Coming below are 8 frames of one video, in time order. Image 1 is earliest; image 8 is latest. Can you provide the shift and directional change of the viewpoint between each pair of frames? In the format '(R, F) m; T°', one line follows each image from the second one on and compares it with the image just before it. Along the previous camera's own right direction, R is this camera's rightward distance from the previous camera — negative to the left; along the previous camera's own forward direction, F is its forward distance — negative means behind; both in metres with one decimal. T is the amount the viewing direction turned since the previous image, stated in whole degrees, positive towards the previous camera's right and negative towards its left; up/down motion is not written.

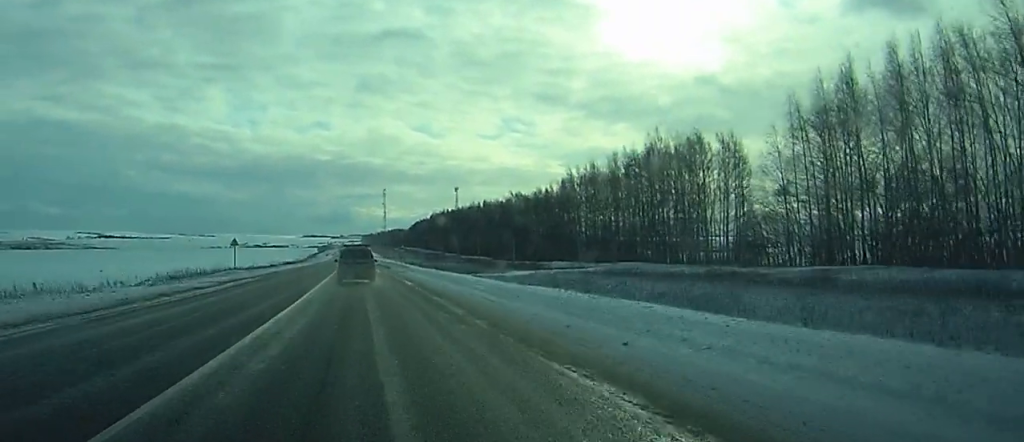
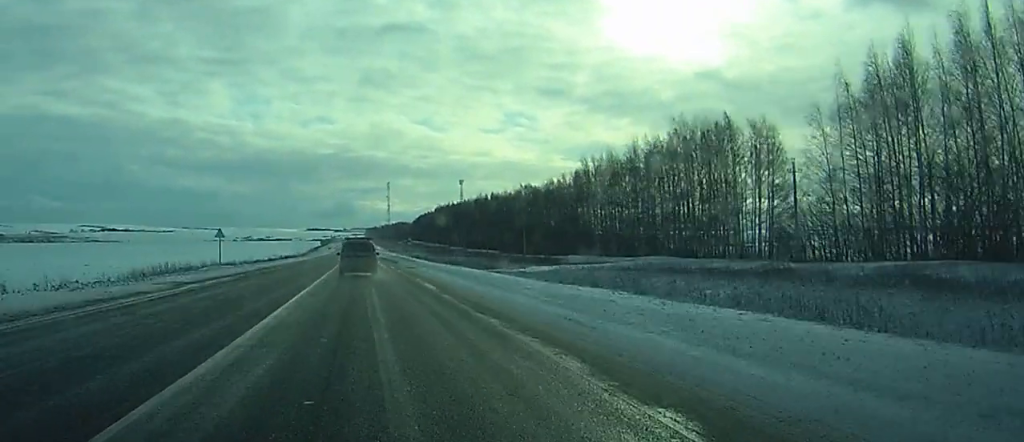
(0.0, +9.8) m; -1°
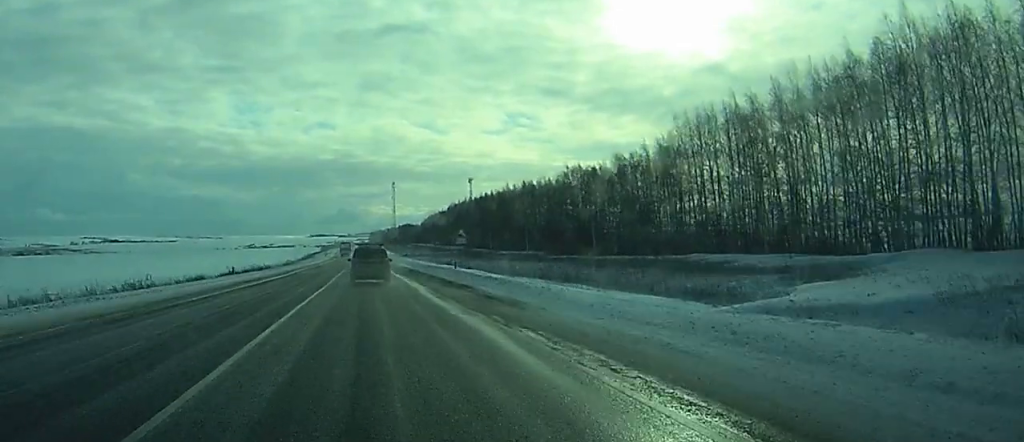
(-1.5, +56.5) m; -2°
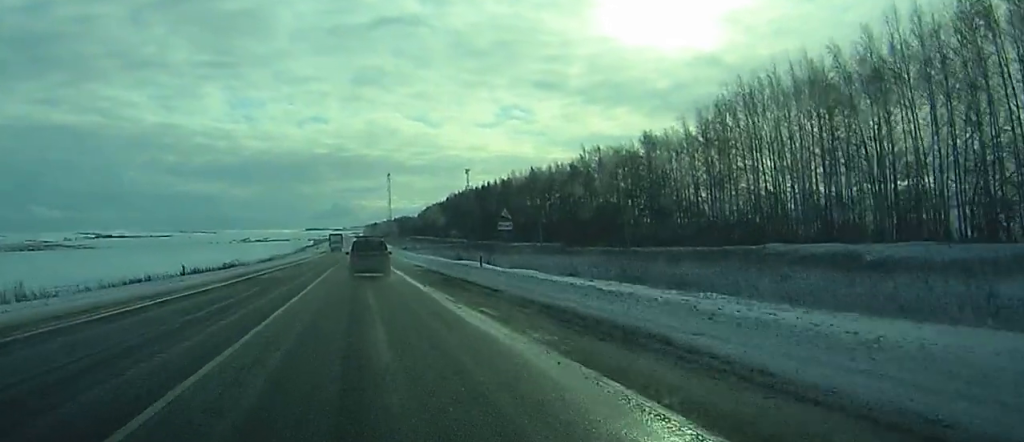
(+0.1, +21.0) m; 0°
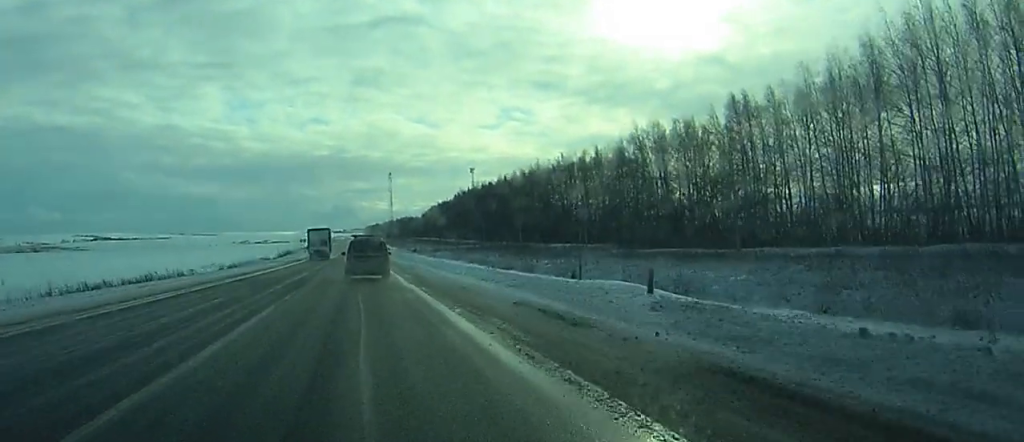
(0.0, +37.2) m; 0°
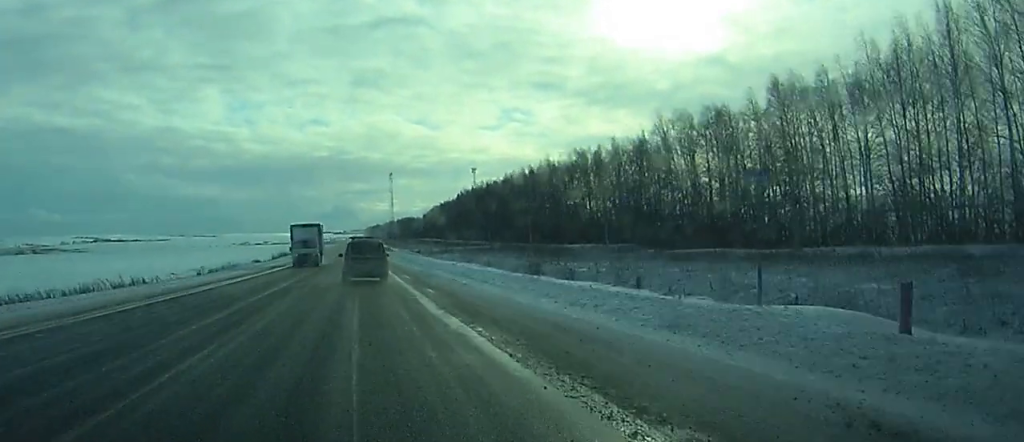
(0.0, +12.9) m; 0°
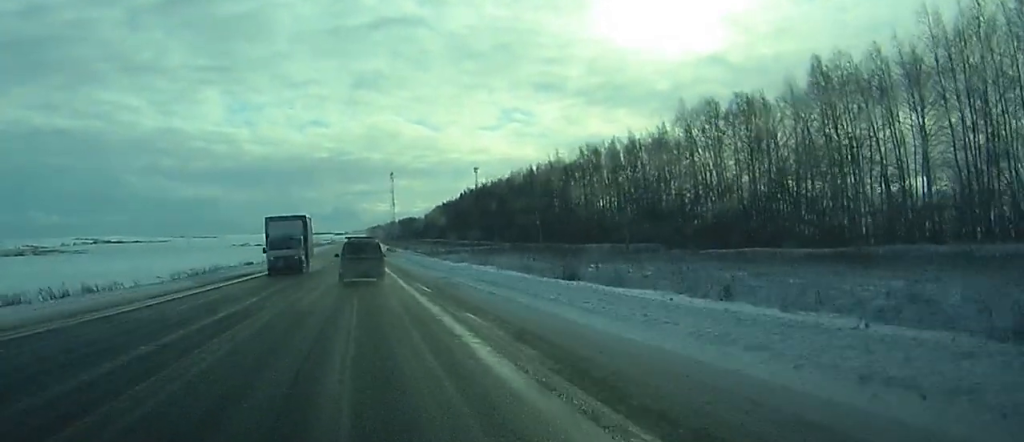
(+0.1, +10.5) m; 0°
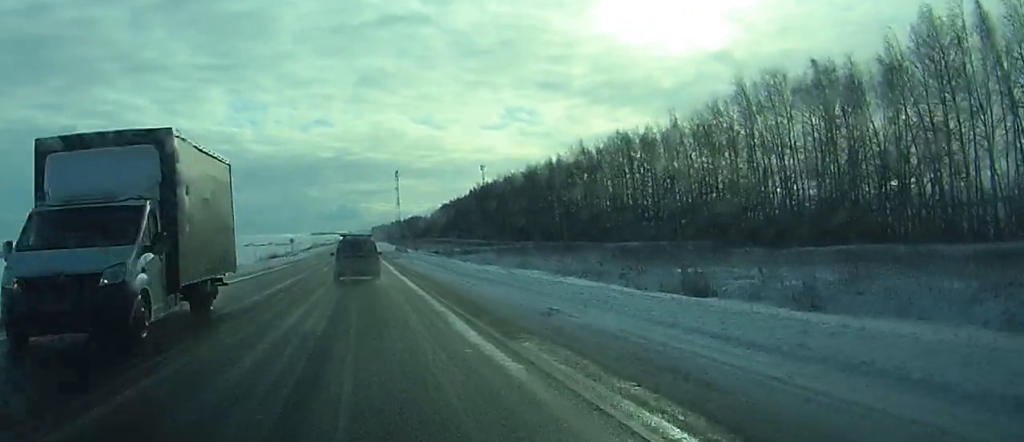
(+0.1, +20.2) m; 0°
